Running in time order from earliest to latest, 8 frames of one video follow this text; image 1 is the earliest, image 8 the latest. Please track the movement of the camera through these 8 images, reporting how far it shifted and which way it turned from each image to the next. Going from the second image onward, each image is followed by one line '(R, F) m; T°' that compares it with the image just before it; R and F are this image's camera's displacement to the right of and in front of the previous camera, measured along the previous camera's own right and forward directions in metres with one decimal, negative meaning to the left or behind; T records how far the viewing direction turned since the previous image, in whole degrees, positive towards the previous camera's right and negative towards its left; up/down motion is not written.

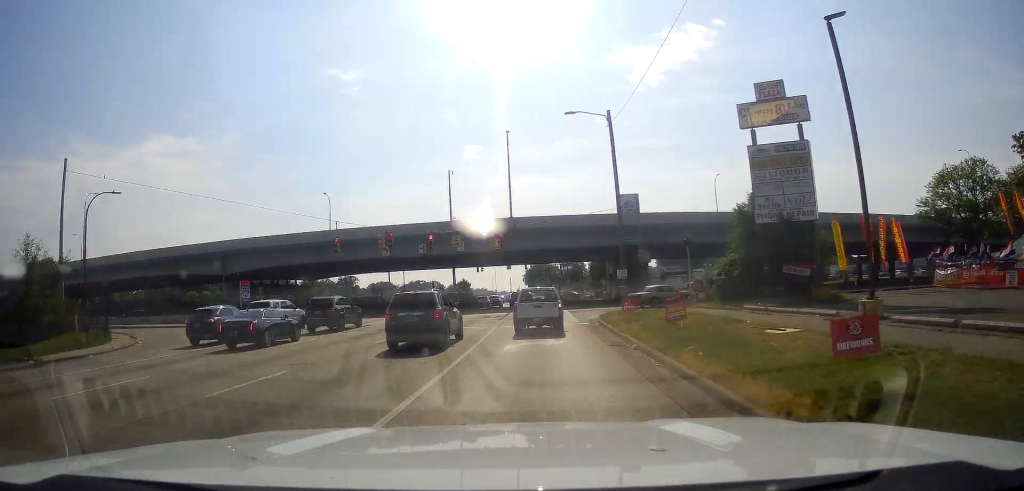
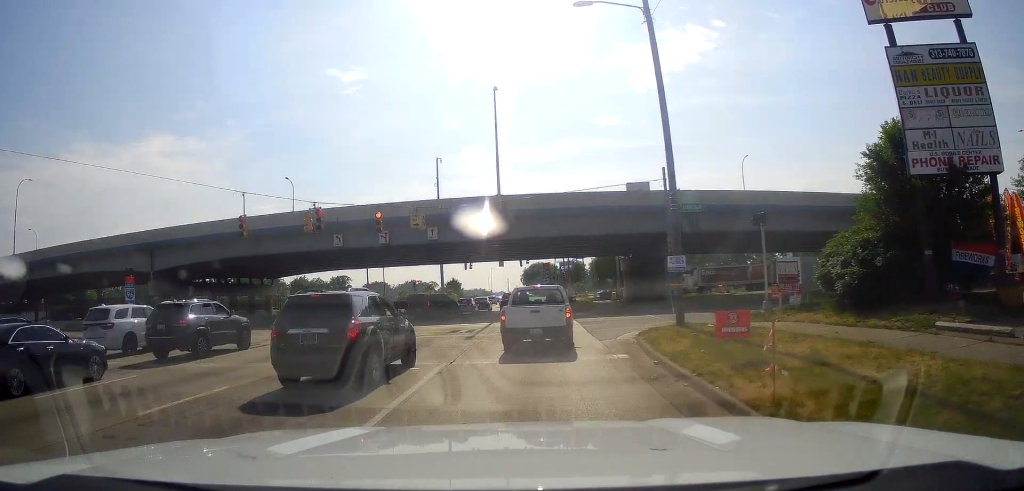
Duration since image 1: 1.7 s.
(-0.2, +12.7) m; -4°
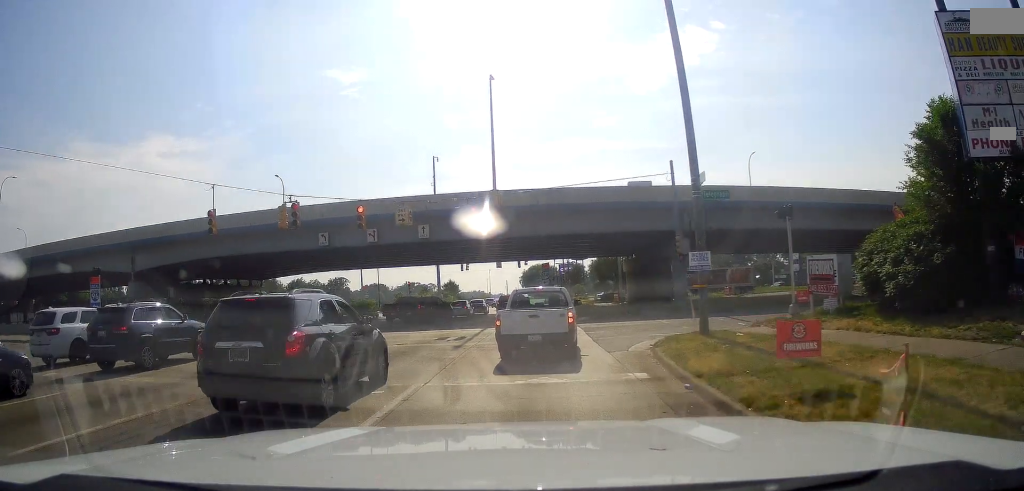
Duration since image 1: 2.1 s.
(-0.3, +2.8) m; +2°
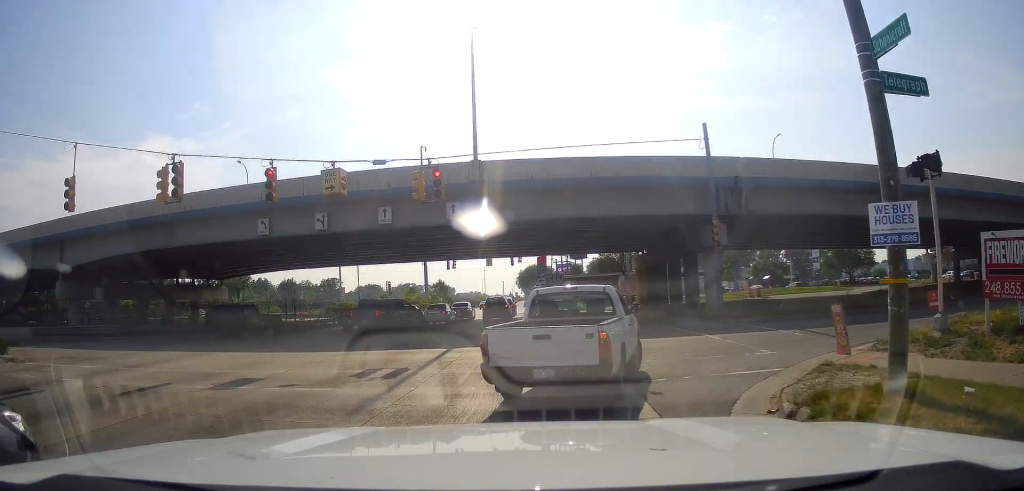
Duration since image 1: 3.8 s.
(+0.6, +9.3) m; +2°
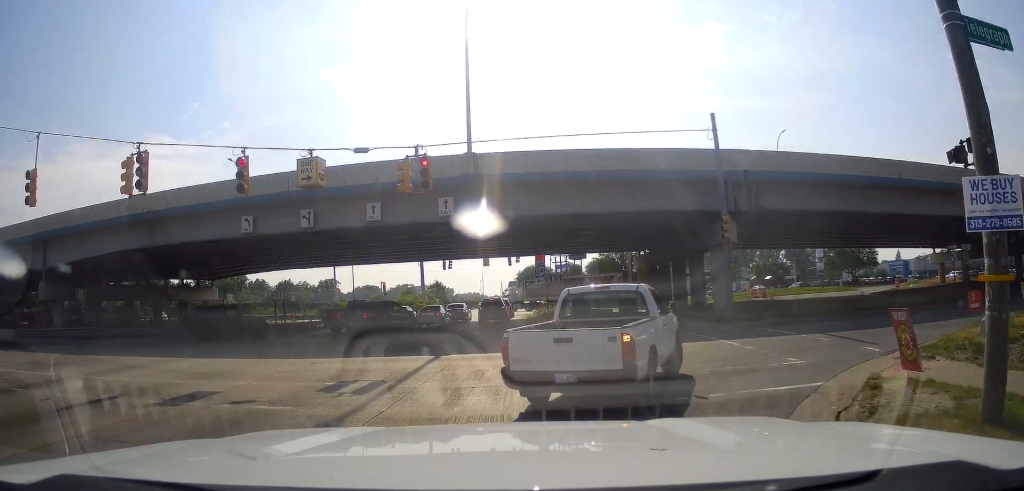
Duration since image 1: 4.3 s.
(-0.5, +2.0) m; +1°
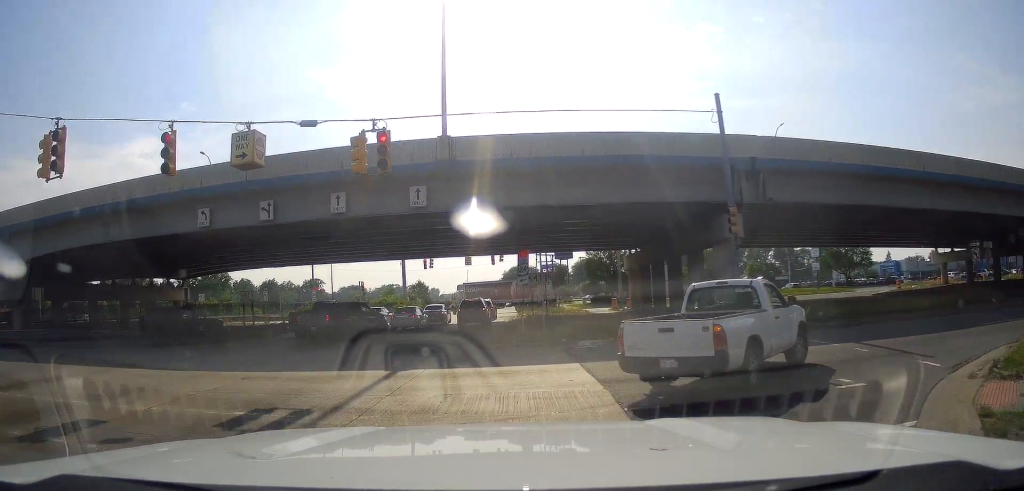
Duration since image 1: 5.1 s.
(+0.5, +2.9) m; +14°
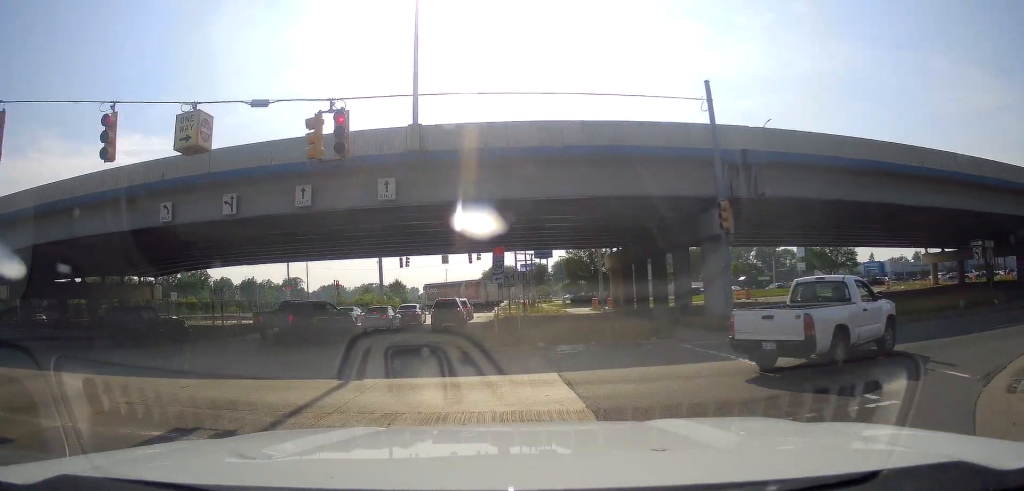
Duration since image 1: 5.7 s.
(+0.2, +1.7) m; +7°
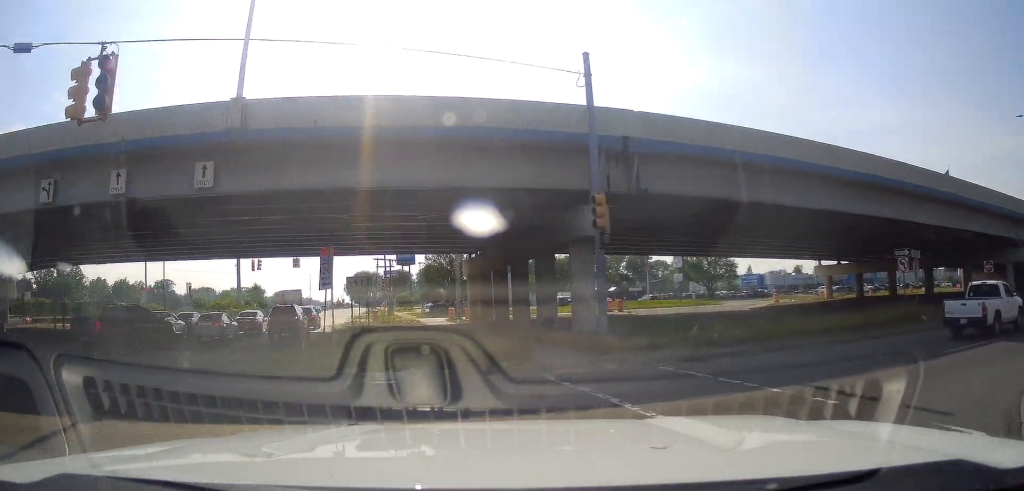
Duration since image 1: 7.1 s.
(-0.1, +4.3) m; +6°
